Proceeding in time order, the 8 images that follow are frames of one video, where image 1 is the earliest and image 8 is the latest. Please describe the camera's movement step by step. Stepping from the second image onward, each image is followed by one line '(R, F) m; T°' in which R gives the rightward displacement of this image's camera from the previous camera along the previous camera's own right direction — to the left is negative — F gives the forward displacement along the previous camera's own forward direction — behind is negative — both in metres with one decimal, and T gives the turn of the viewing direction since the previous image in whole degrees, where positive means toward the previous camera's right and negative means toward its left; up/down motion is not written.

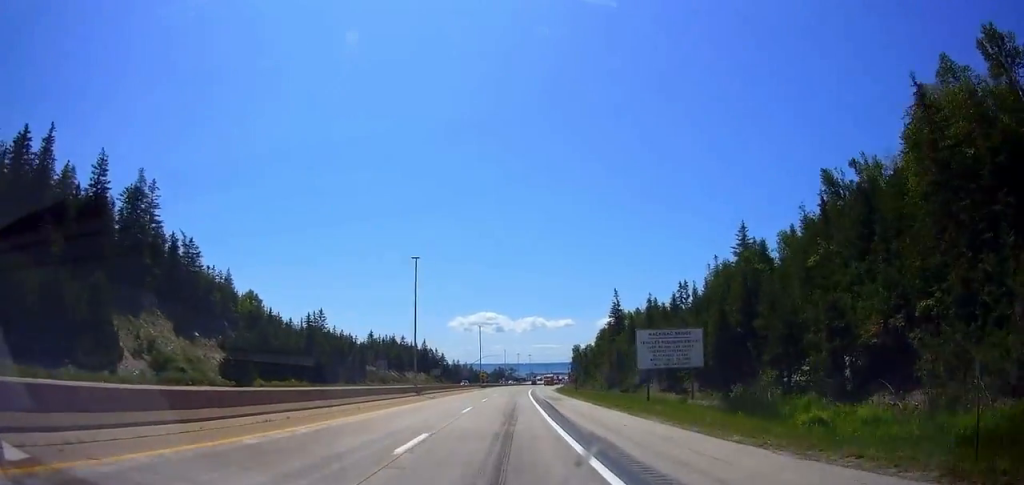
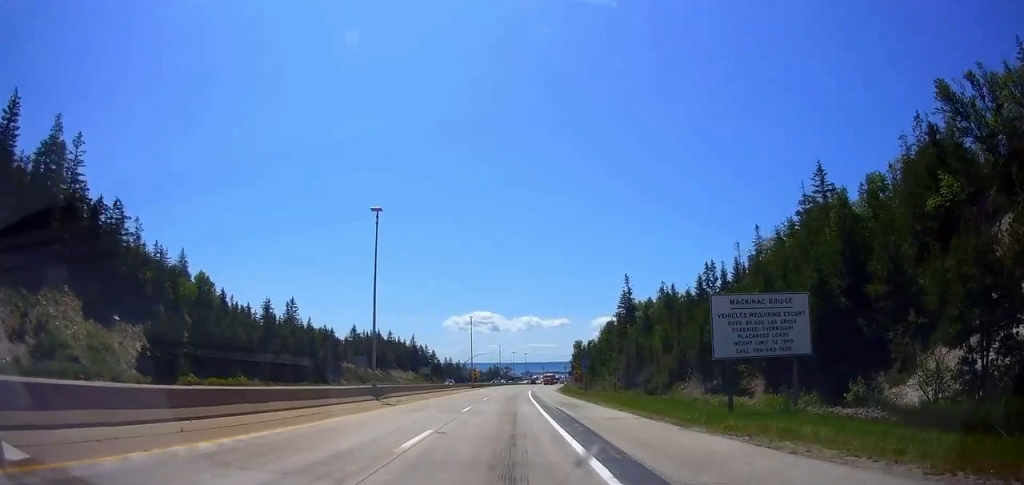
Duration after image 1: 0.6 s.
(+0.3, +14.9) m; +1°
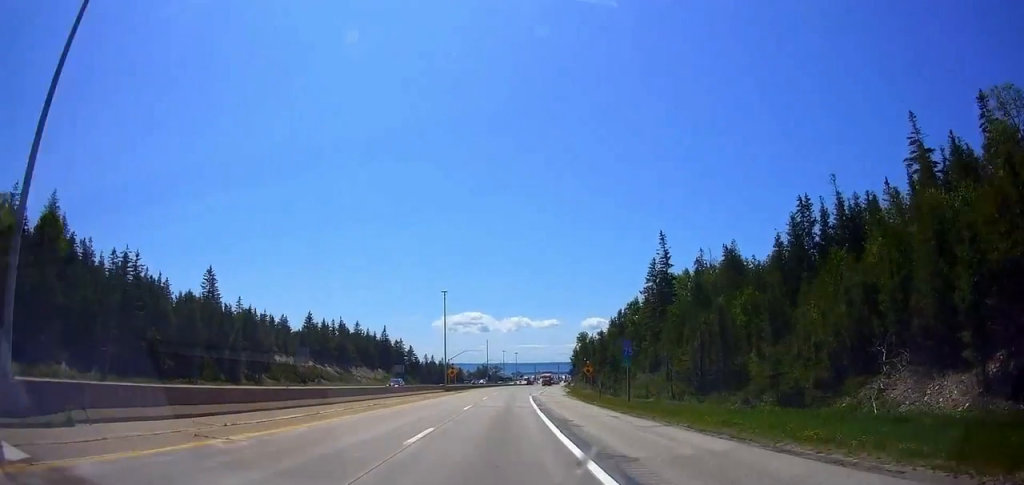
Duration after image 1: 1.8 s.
(+0.4, +30.2) m; 0°
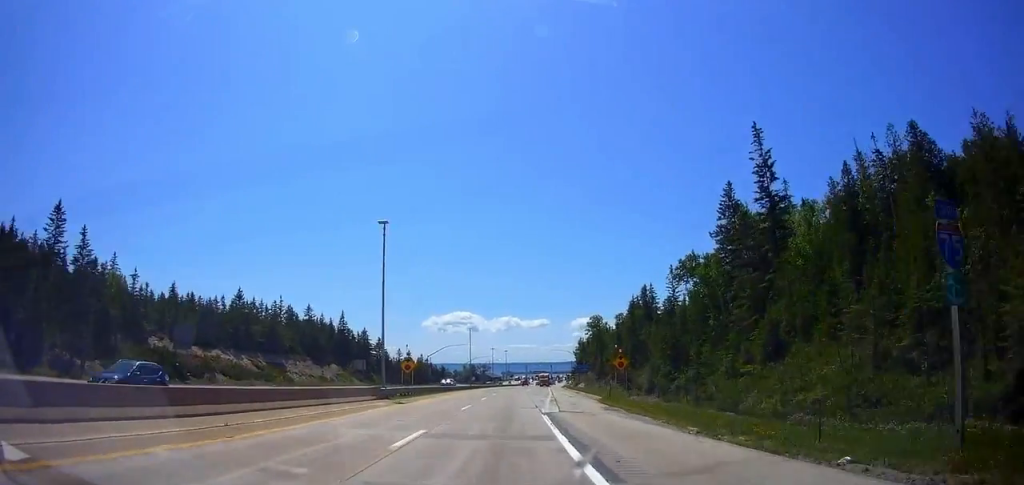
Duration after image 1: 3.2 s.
(-0.2, +33.0) m; +1°
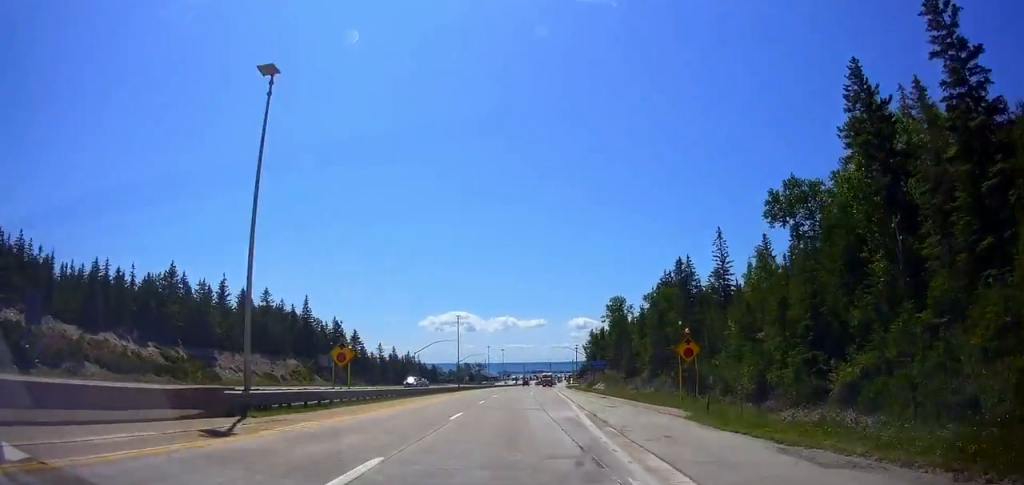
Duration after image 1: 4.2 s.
(+0.6, +22.6) m; +1°
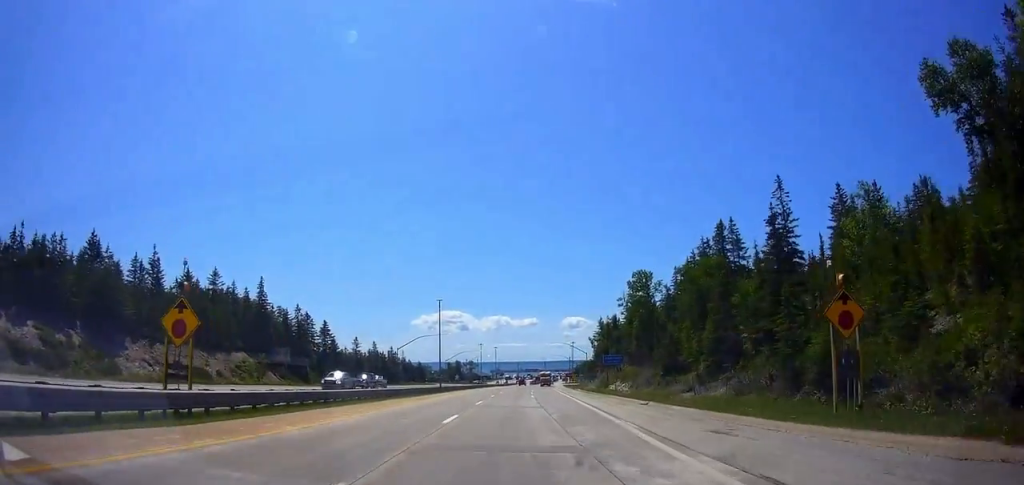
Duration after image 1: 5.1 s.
(-0.2, +18.0) m; +1°
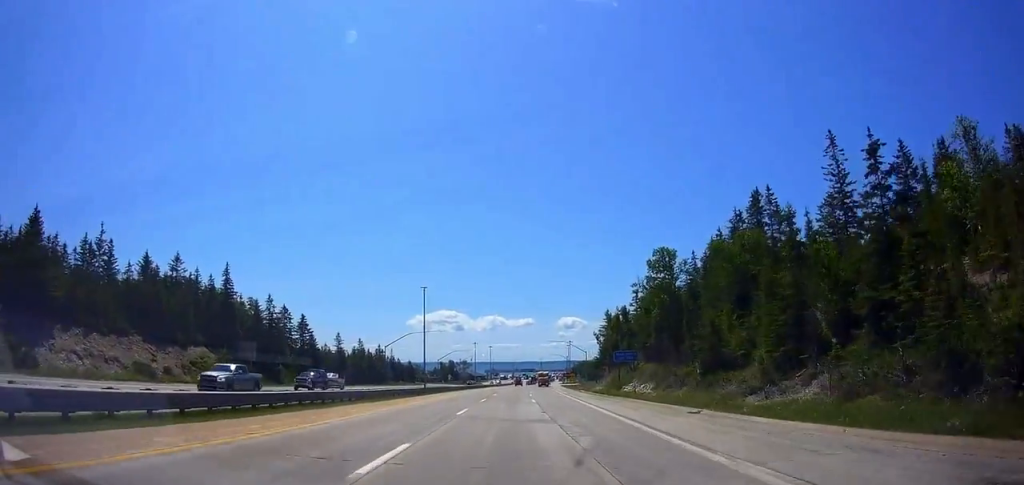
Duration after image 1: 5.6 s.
(+0.2, +10.5) m; +1°
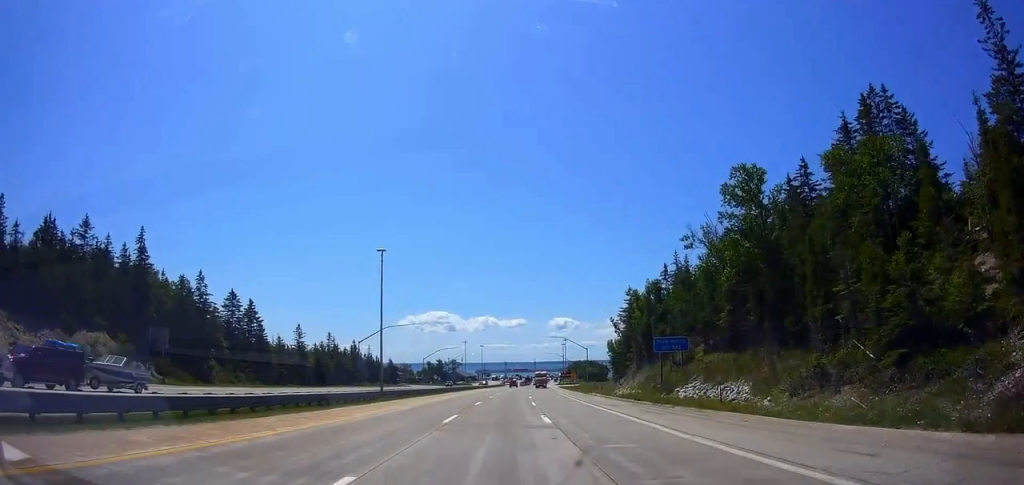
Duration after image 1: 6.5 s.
(+0.4, +20.0) m; +1°
